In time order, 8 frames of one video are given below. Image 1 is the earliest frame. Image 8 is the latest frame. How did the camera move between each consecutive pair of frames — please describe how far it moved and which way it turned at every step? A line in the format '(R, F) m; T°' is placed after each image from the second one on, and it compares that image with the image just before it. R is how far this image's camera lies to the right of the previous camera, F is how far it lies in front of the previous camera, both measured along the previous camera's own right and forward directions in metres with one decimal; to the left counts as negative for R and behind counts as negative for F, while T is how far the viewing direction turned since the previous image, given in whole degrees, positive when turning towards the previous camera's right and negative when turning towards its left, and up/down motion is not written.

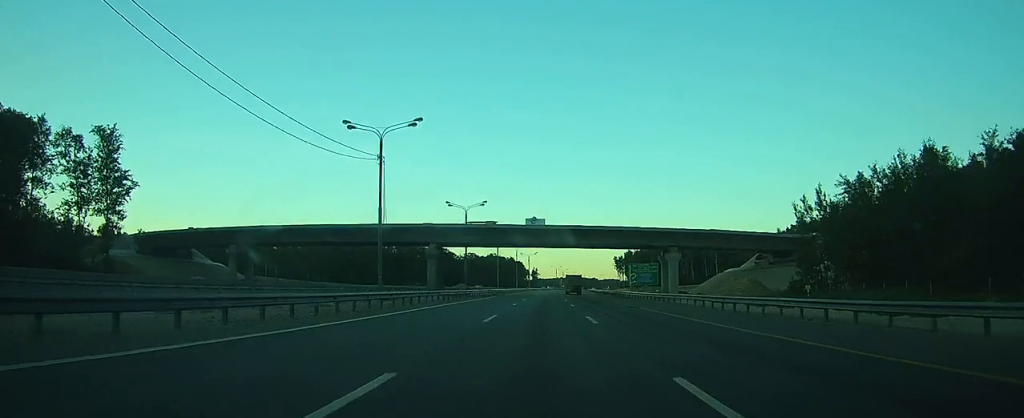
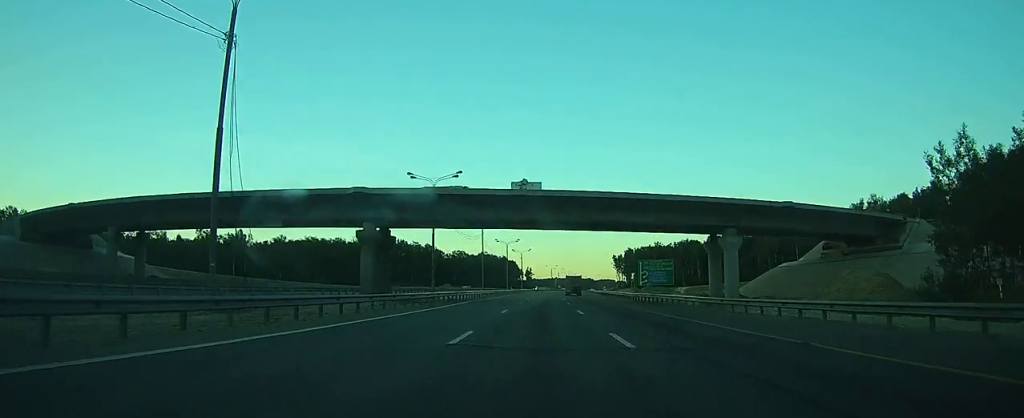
(+0.1, +23.9) m; 0°
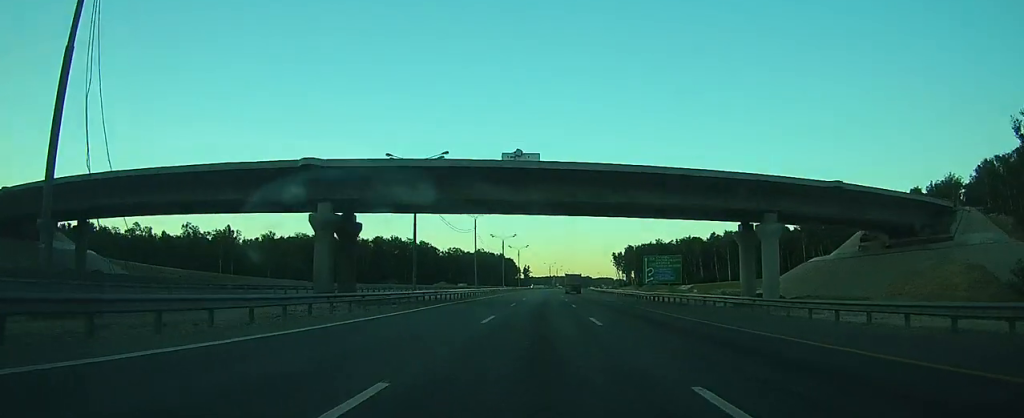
(0.0, +8.9) m; 0°
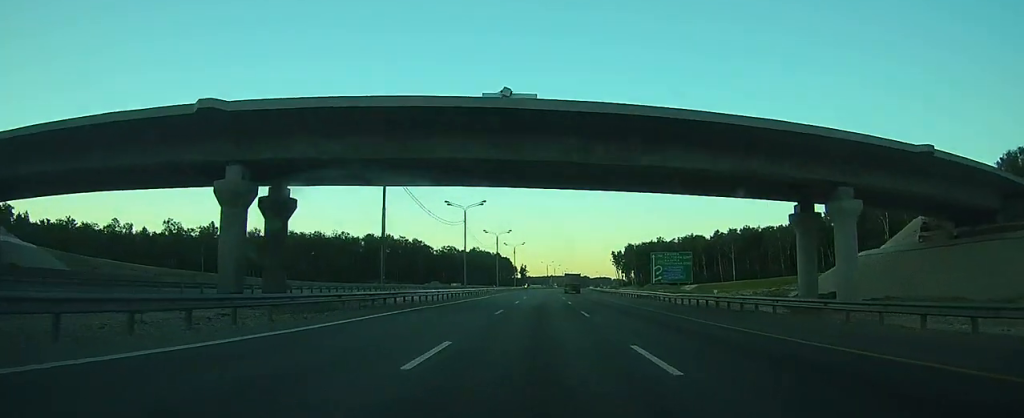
(0.0, +10.7) m; 0°
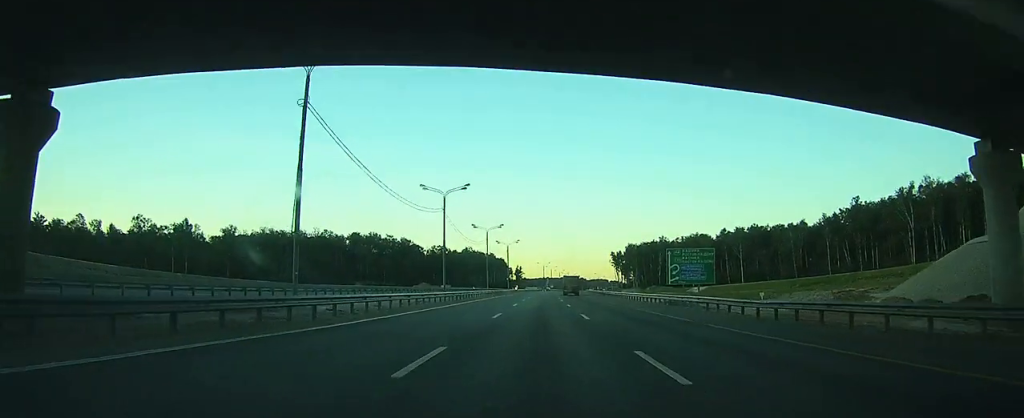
(0.0, +16.4) m; 0°
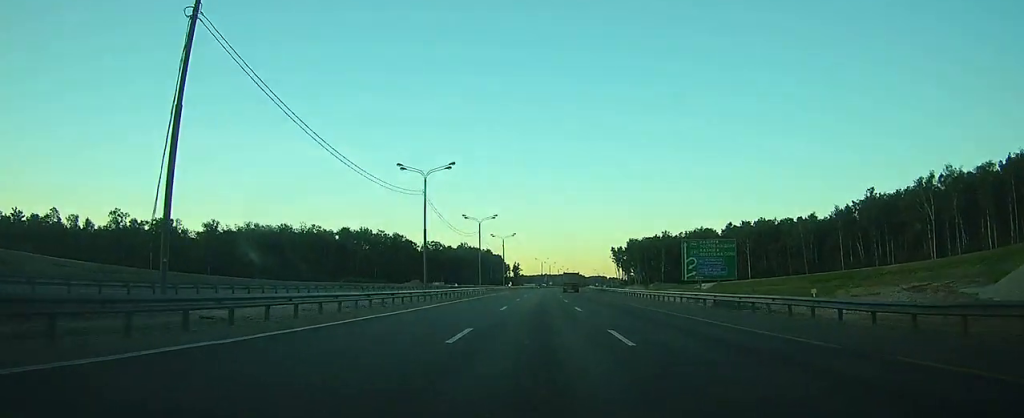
(0.0, +11.3) m; 0°
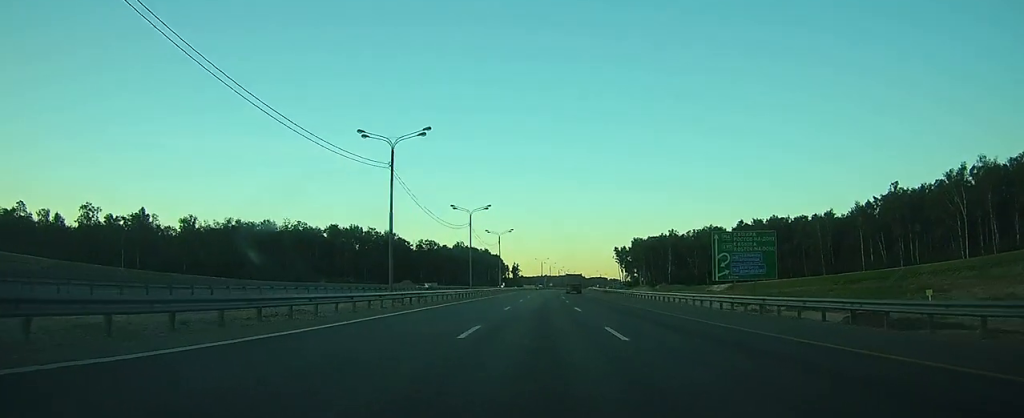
(+0.2, +14.4) m; +1°
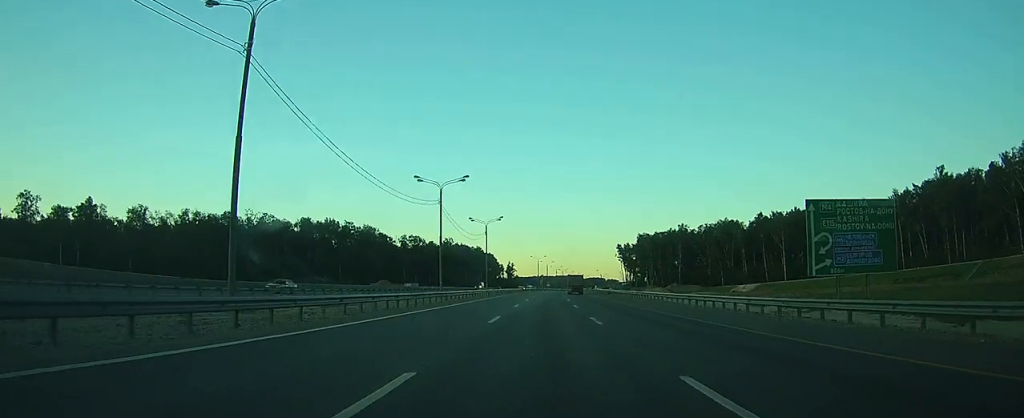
(+0.2, +25.1) m; +1°
